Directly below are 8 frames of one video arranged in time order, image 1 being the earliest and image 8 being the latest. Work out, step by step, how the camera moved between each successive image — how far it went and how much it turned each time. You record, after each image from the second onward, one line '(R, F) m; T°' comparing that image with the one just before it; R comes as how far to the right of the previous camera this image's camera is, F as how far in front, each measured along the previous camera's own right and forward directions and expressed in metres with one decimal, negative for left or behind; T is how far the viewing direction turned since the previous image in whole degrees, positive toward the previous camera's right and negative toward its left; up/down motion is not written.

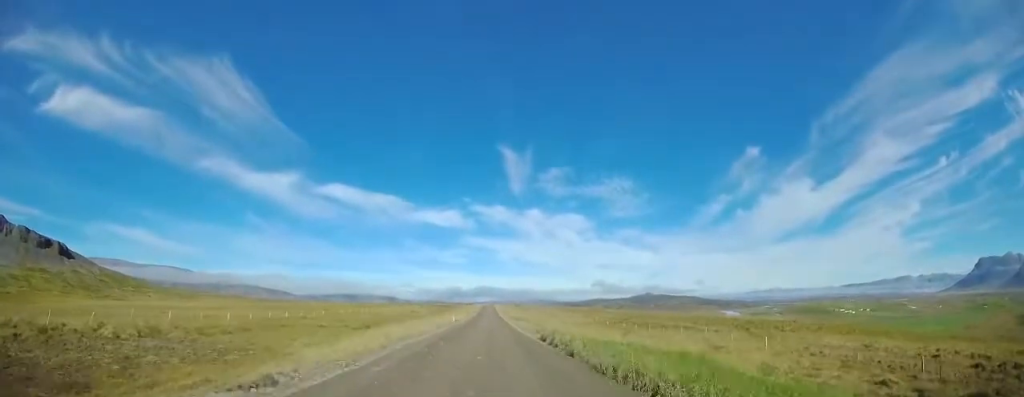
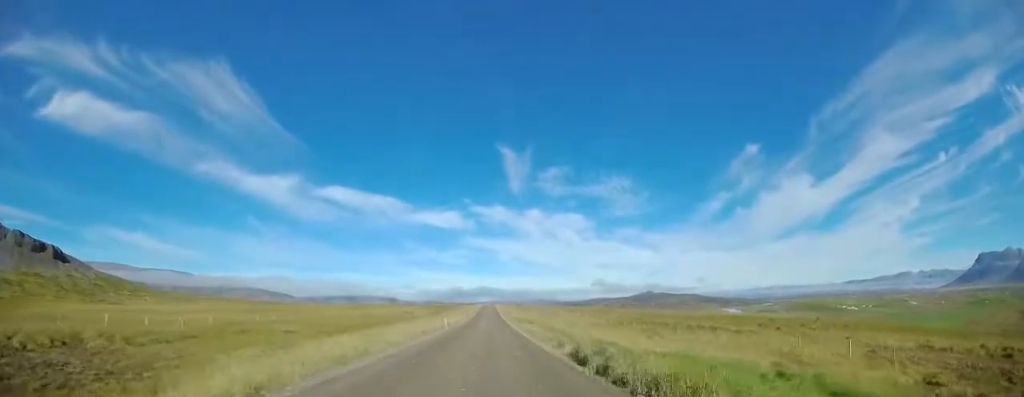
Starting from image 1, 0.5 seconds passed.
(-0.1, +7.6) m; -1°
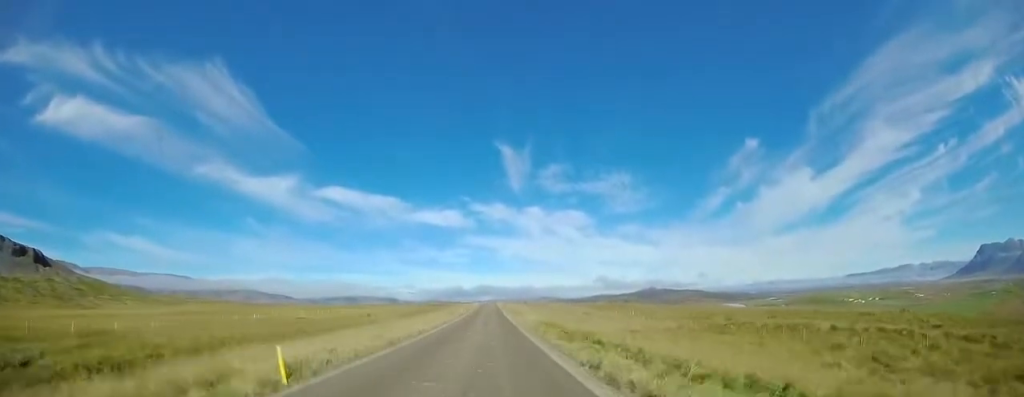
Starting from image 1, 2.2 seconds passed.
(-0.6, +26.6) m; 0°
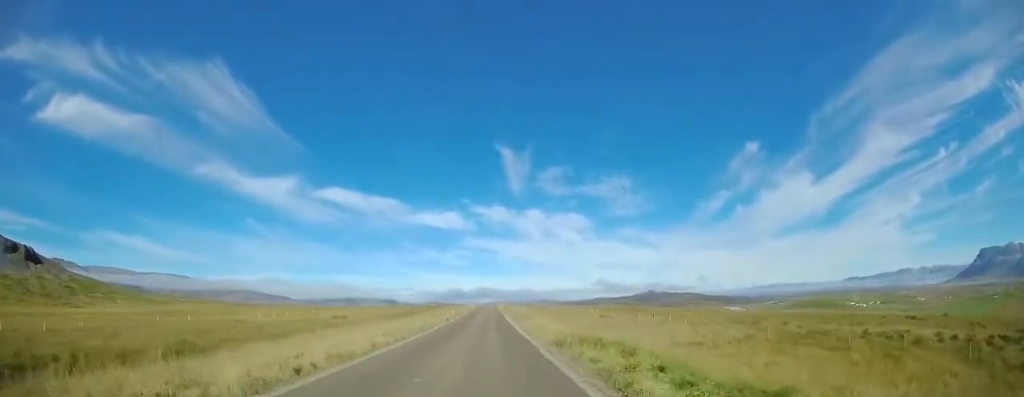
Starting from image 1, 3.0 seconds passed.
(+0.4, +12.0) m; +1°
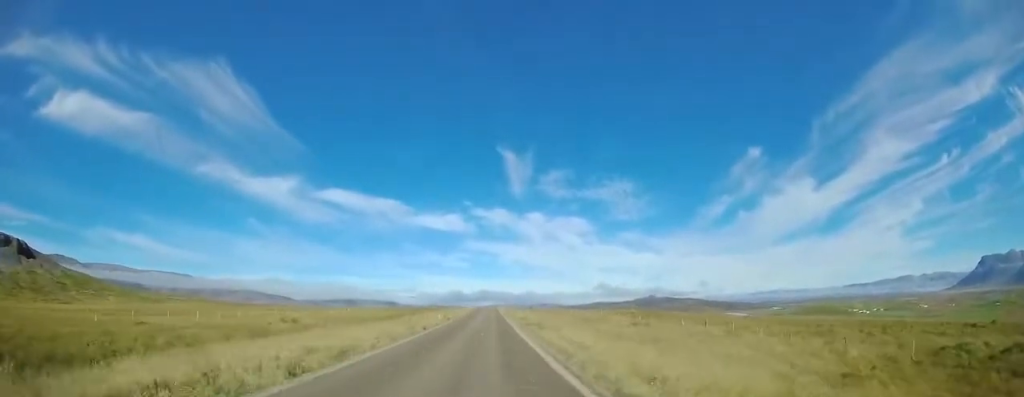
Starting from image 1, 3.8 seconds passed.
(0.0, +12.1) m; 0°
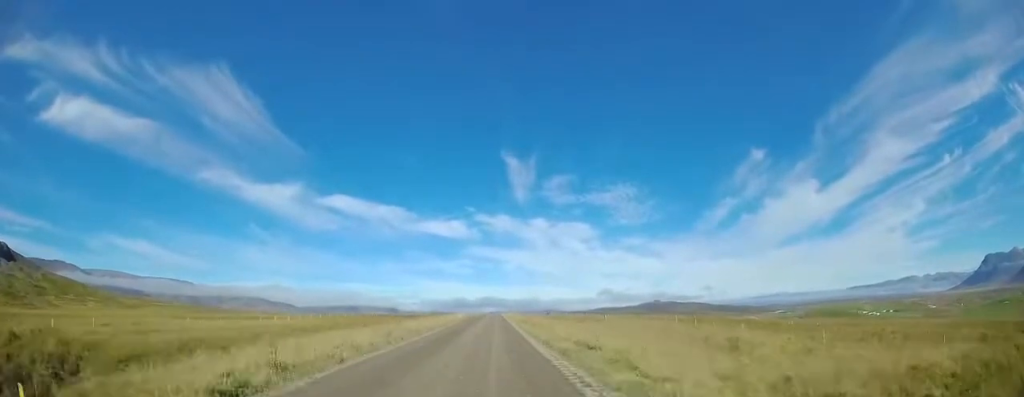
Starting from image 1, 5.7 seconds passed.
(-0.3, +31.0) m; -2°
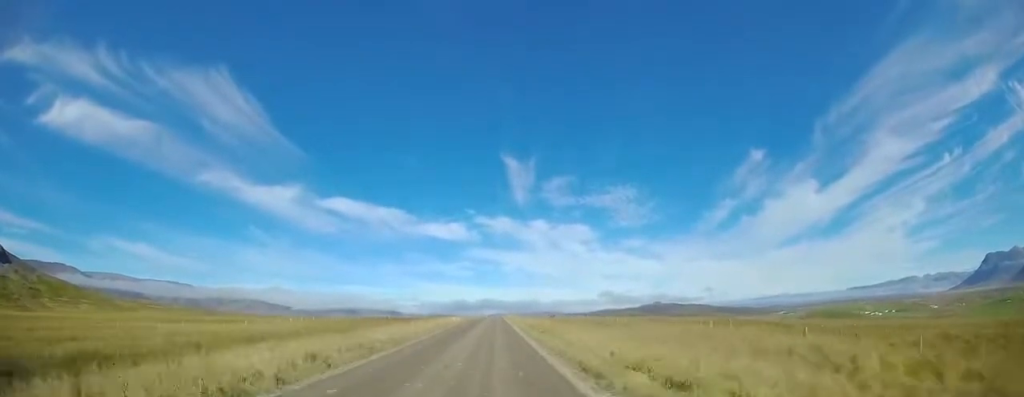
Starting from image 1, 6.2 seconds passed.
(-0.3, +7.3) m; 0°
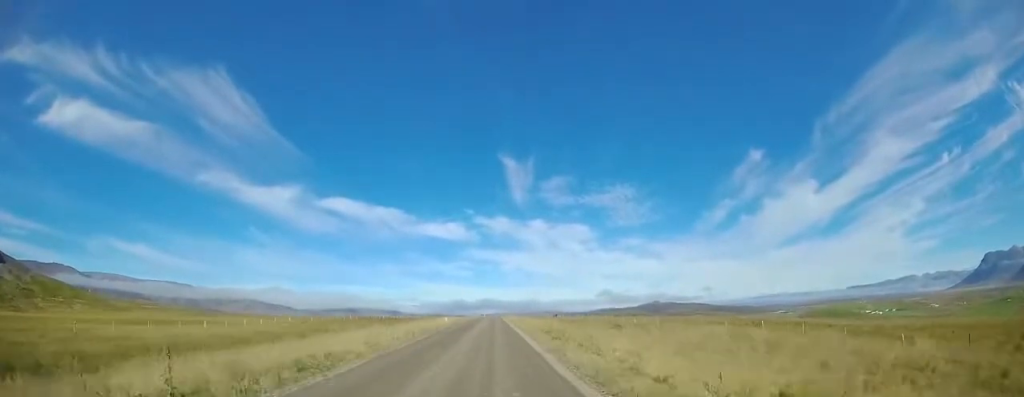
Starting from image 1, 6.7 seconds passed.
(+0.1, +7.7) m; +1°
